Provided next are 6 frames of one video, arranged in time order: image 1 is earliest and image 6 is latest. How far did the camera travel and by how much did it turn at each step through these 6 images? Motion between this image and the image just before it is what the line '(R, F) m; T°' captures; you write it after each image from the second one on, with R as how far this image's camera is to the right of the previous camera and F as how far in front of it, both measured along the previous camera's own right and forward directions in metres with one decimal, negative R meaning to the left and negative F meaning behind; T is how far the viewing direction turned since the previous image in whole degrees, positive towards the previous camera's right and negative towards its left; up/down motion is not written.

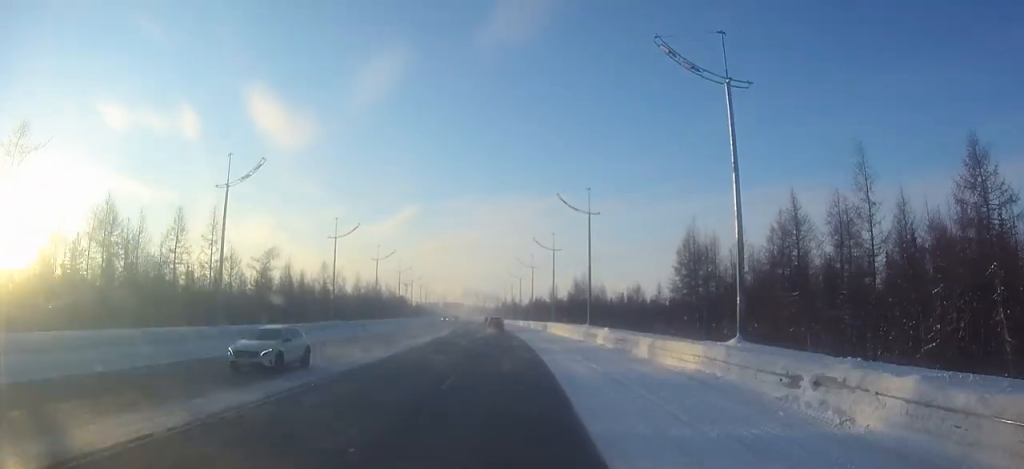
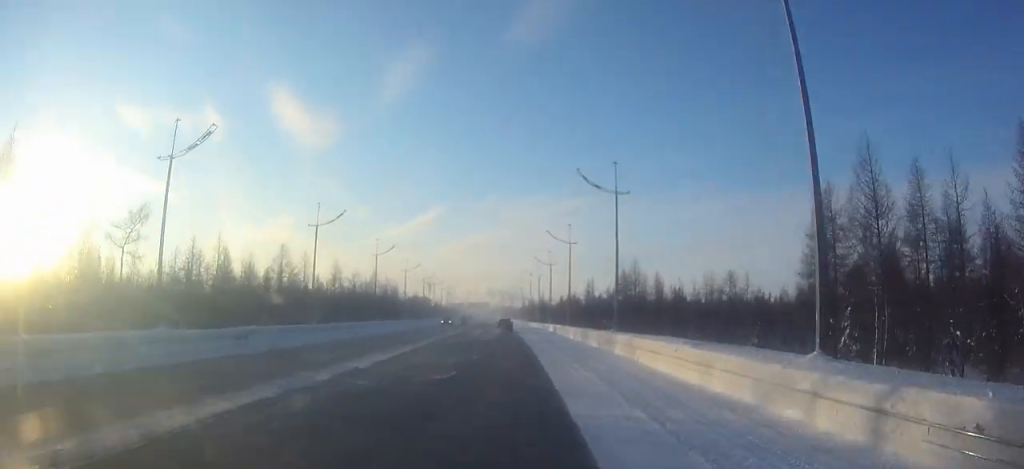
(-0.8, +33.5) m; -2°
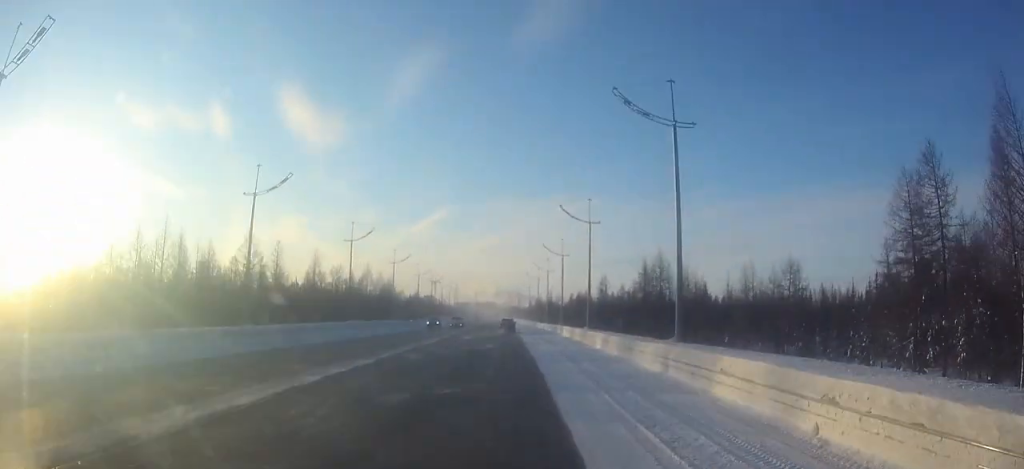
(-0.1, +13.8) m; -1°
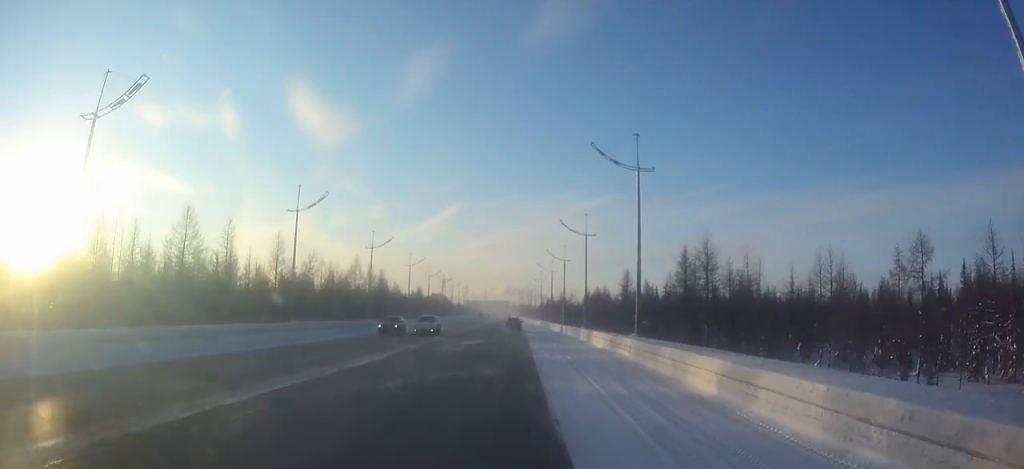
(-0.2, +18.0) m; -1°
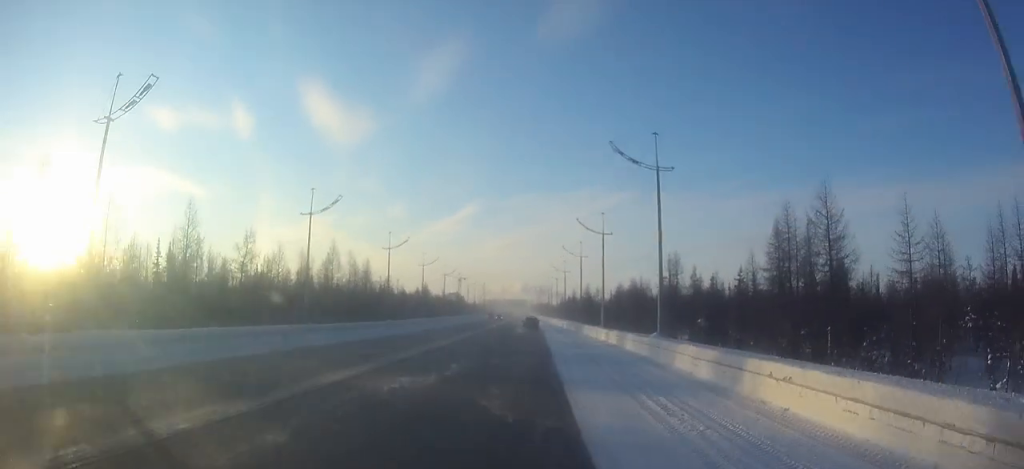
(-0.3, +25.2) m; -1°
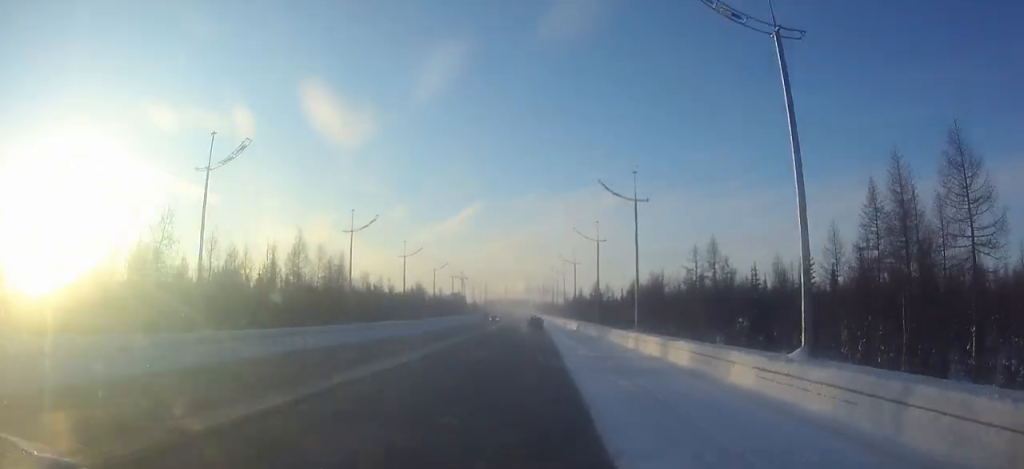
(0.0, +16.2) m; 0°
